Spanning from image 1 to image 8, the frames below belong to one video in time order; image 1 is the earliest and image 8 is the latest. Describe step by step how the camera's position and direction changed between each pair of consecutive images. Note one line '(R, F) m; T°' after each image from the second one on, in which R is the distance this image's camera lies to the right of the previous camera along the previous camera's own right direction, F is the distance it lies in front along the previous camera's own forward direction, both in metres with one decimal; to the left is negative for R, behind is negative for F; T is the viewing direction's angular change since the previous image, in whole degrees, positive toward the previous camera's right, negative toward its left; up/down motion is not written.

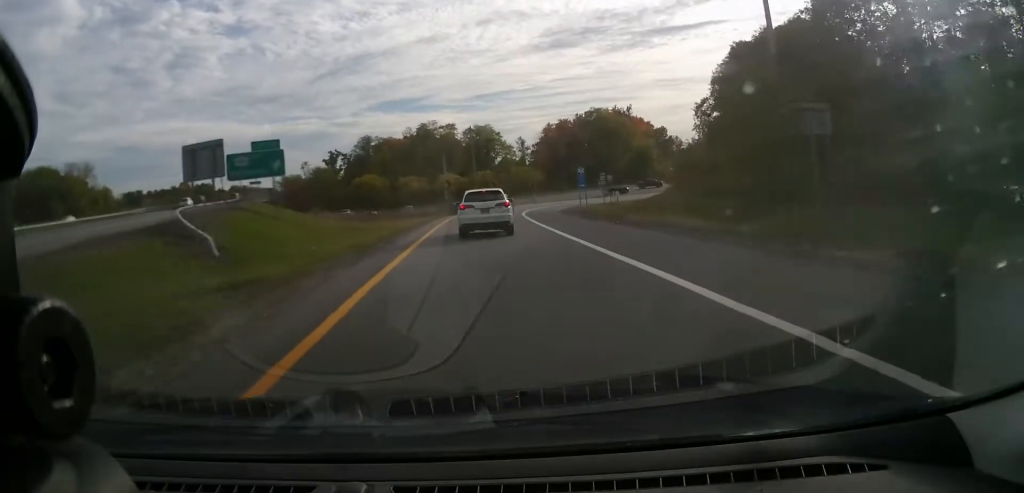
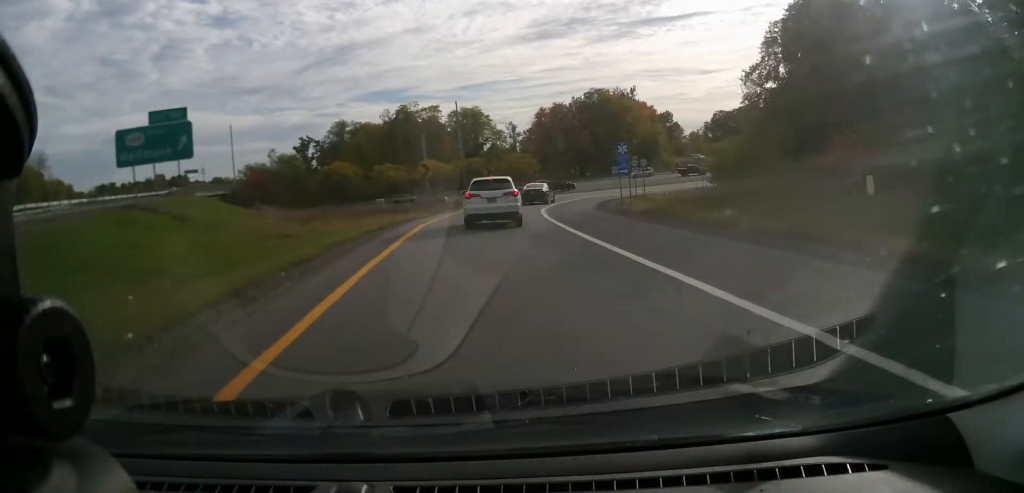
(+0.5, +20.2) m; +2°
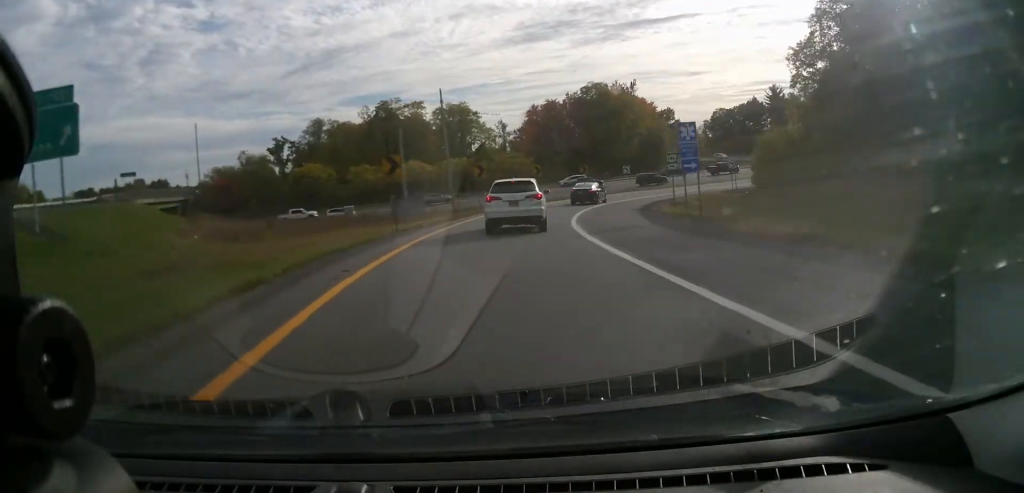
(0.0, +13.9) m; 0°
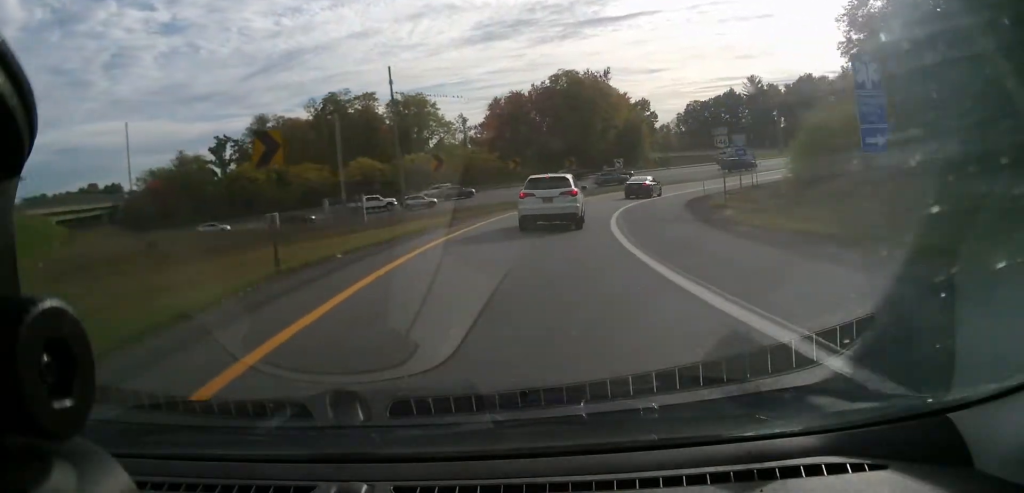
(0.0, +15.3) m; +2°
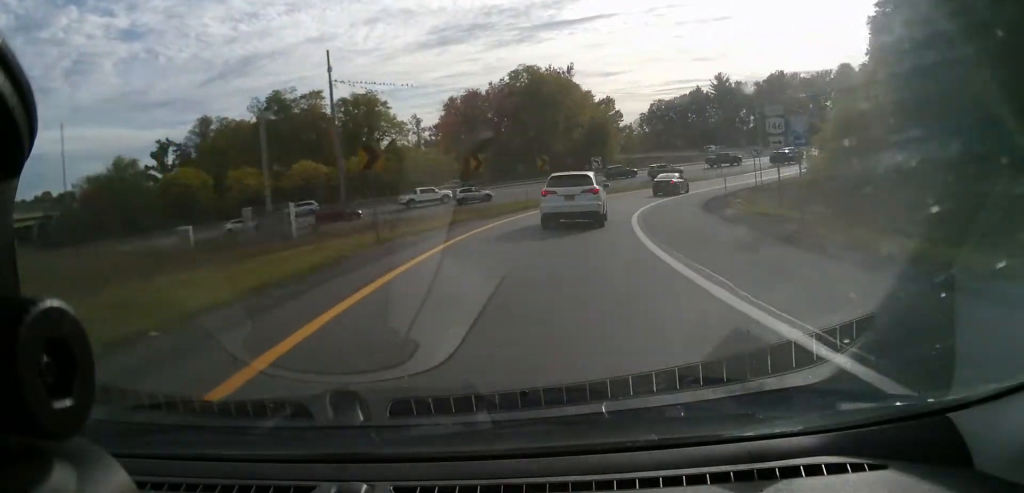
(+0.4, +9.5) m; +3°
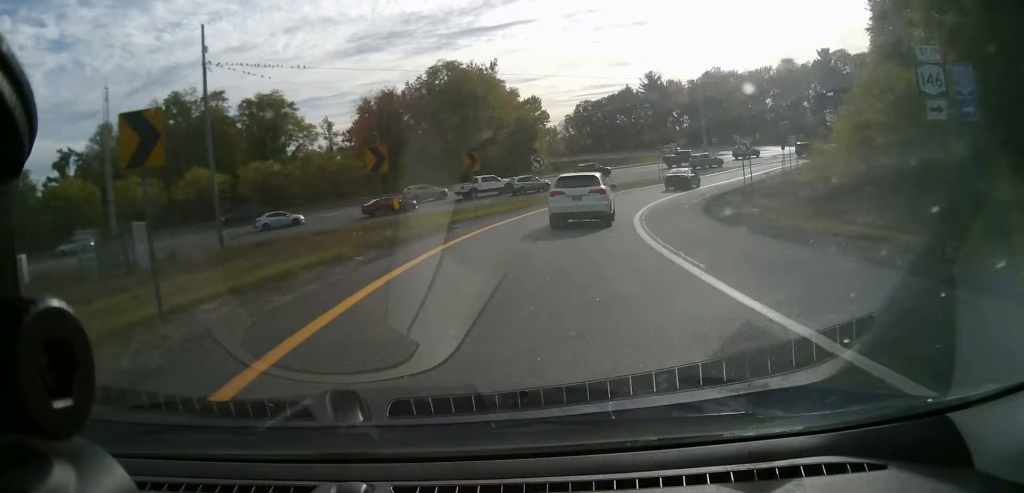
(+0.3, +11.5) m; +4°
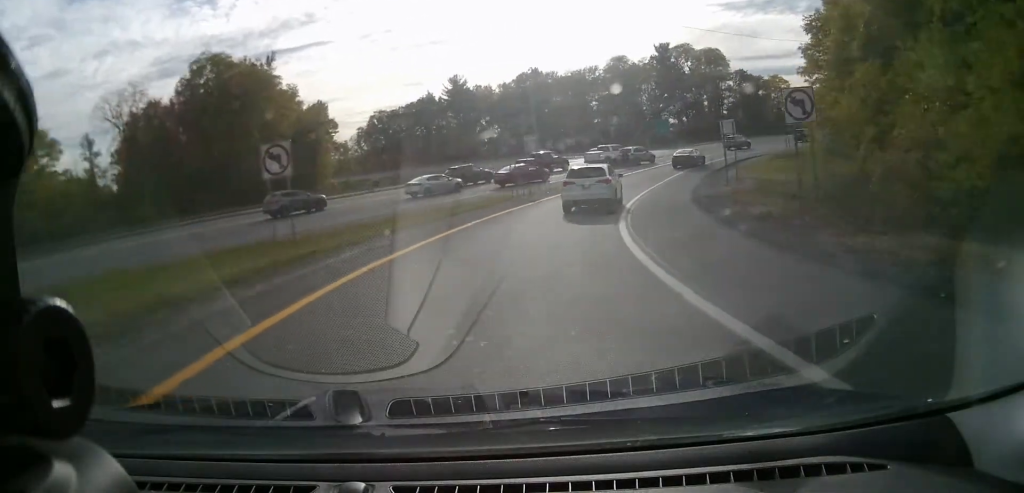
(+3.0, +25.1) m; +17°
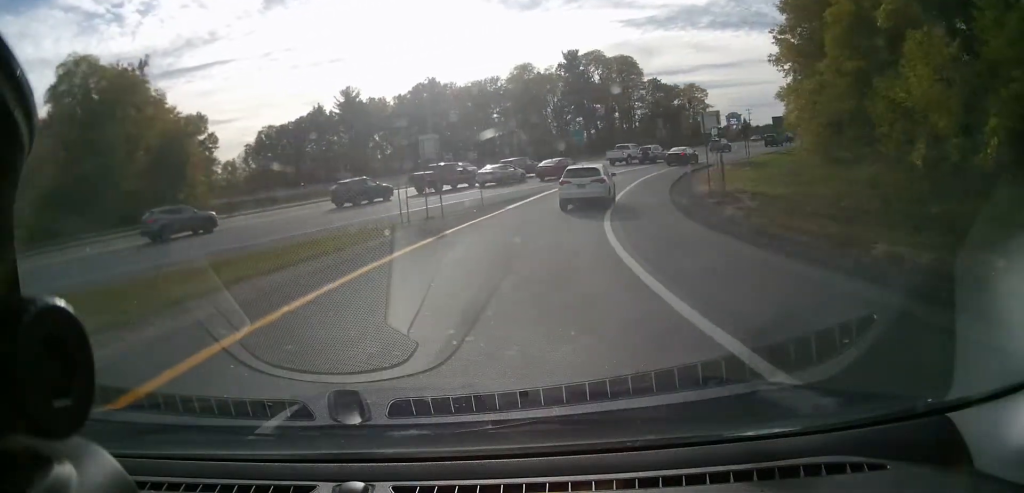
(+1.1, +11.7) m; +11°
